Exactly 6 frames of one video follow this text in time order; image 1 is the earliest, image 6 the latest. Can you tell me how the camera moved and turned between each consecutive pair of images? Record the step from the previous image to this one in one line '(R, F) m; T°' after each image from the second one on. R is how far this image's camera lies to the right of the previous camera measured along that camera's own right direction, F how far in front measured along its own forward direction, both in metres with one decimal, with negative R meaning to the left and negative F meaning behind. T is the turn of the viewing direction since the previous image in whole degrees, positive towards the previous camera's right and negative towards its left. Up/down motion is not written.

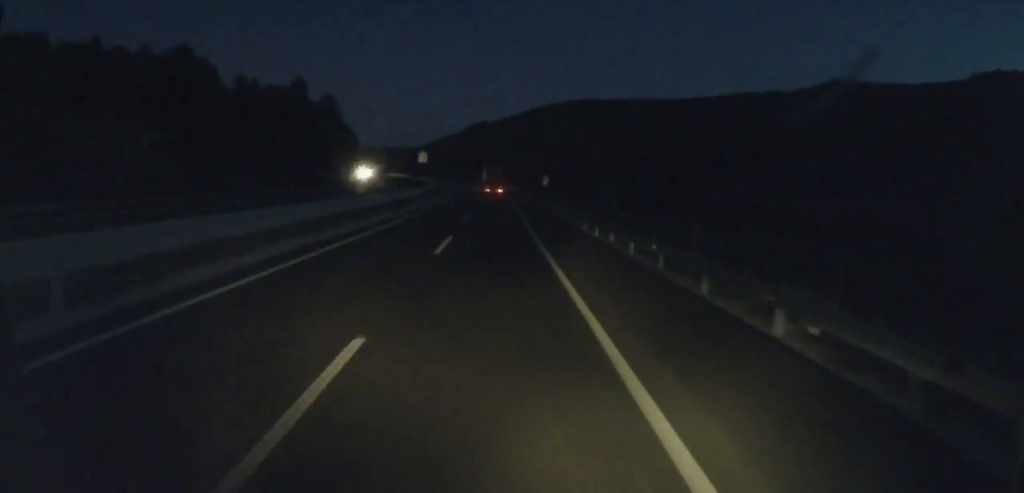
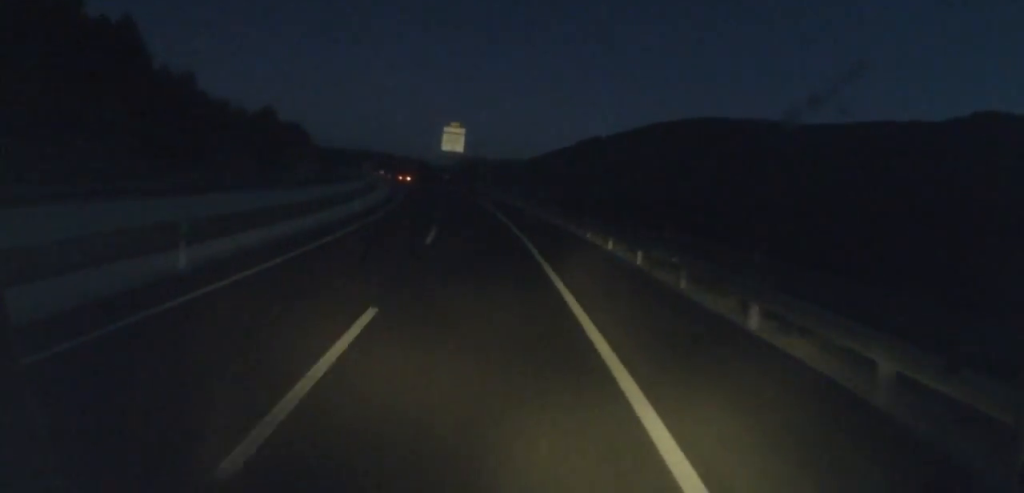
(-9.6, +169.0) m; -11°
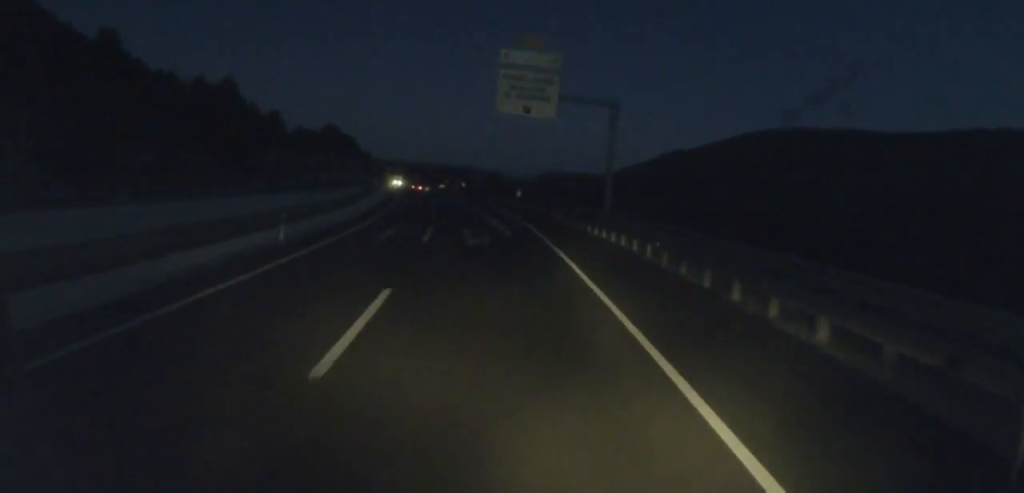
(-4.7, +65.9) m; -7°
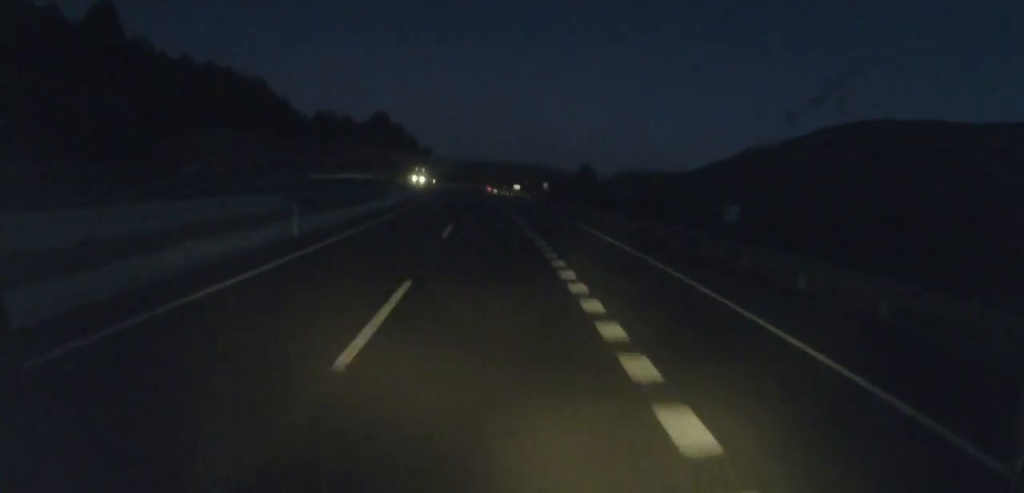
(-2.1, +49.7) m; -5°
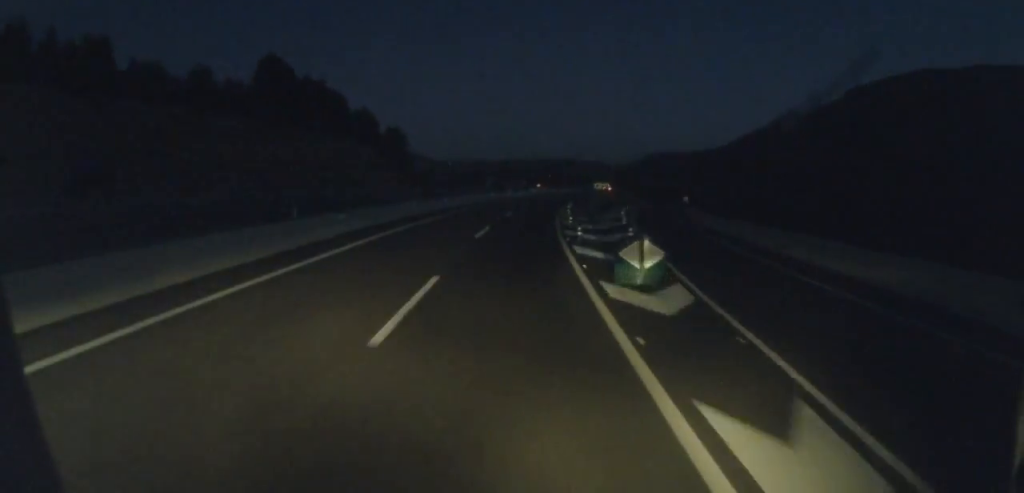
(-10.2, +116.4) m; -4°
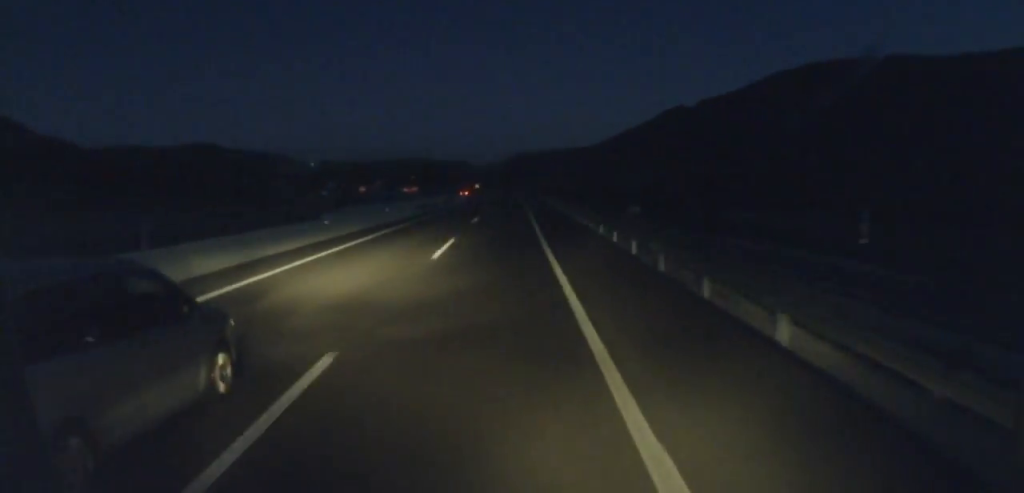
(+4.6, +107.5) m; +7°
